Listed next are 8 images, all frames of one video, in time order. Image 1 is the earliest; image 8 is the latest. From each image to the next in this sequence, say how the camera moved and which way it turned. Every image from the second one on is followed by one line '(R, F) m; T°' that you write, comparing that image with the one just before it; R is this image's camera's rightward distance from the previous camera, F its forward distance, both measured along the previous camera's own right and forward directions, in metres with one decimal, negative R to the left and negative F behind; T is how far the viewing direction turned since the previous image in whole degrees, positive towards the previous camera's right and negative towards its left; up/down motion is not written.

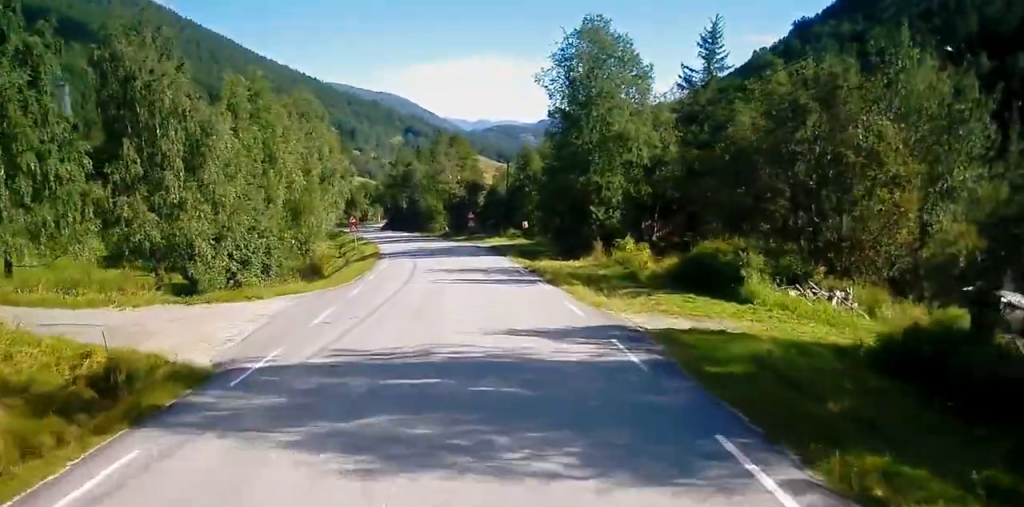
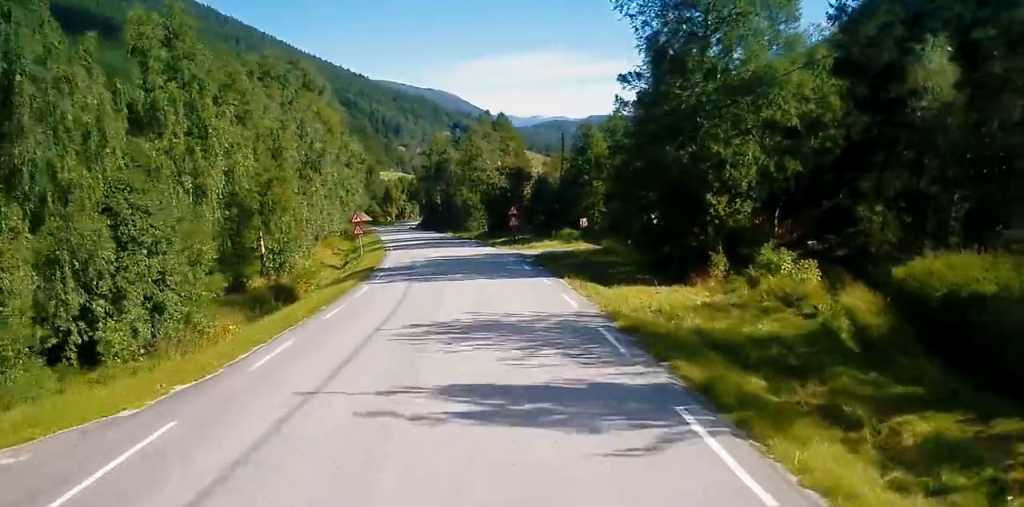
(-0.1, +16.7) m; 0°
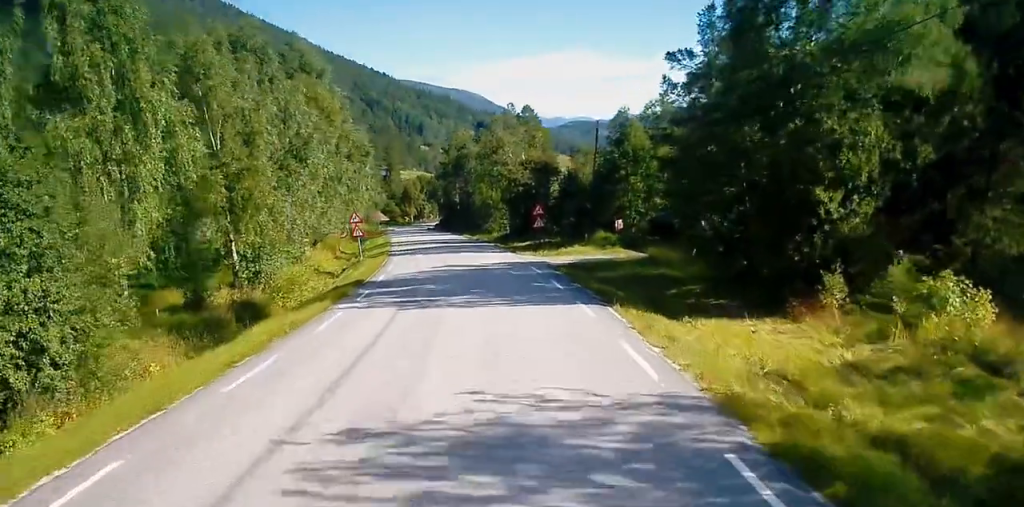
(0.0, +7.6) m; 0°
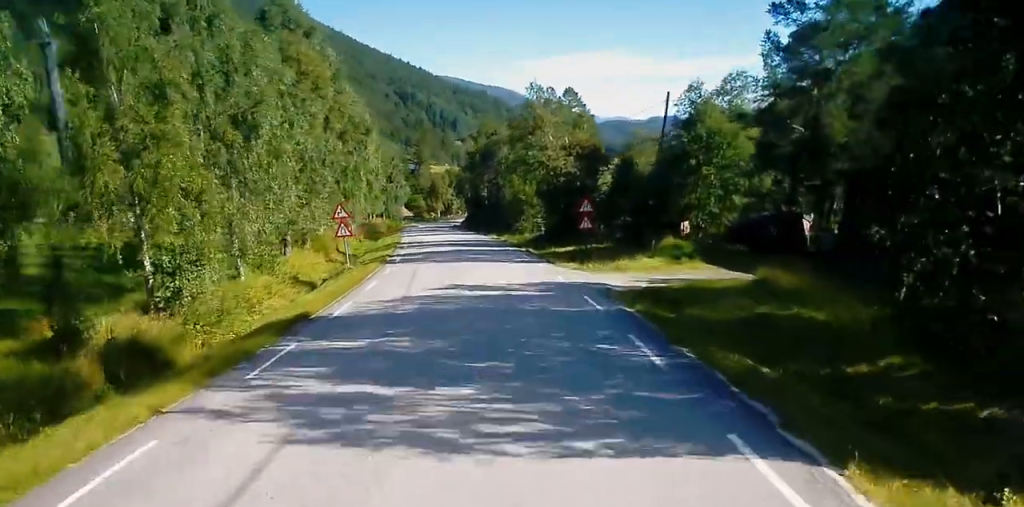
(+0.1, +11.3) m; -2°
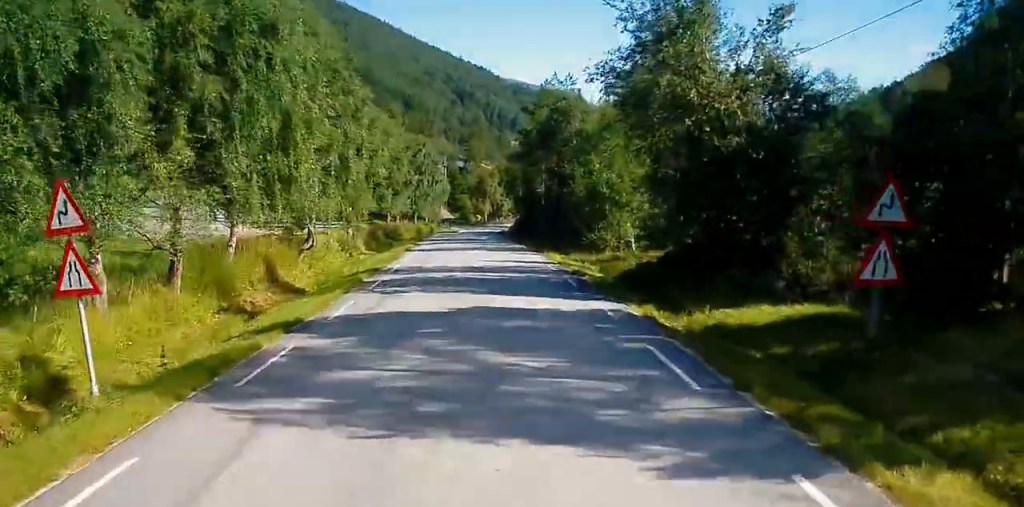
(-1.2, +24.5) m; -4°
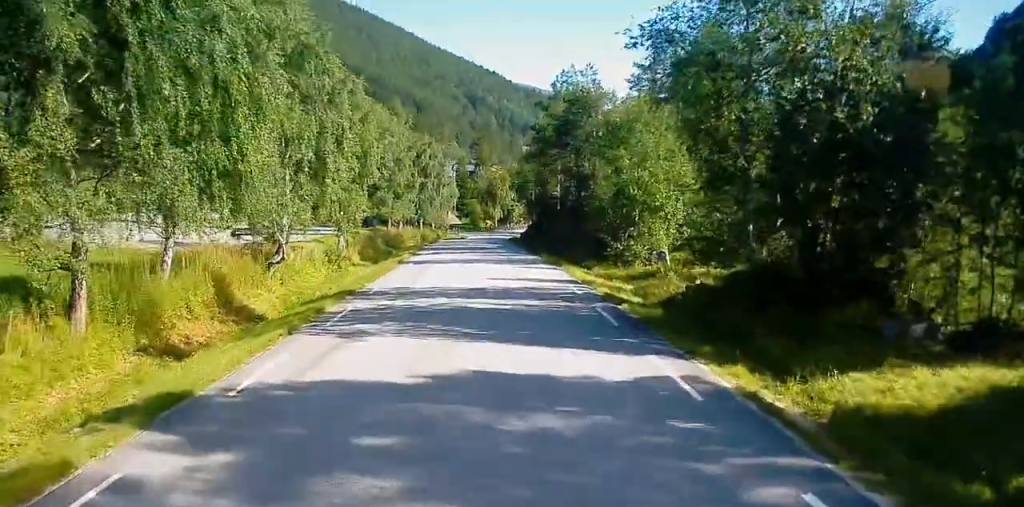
(+0.1, +6.3) m; -1°
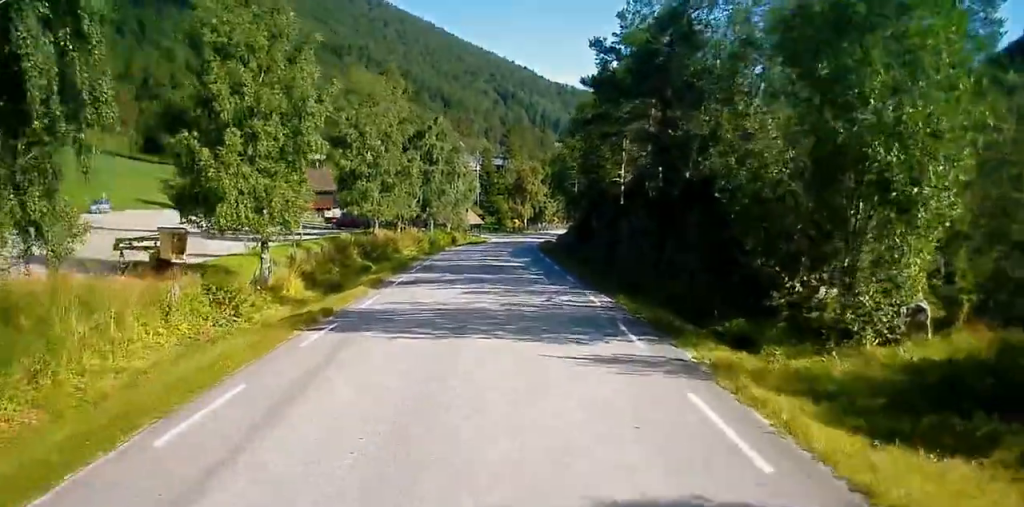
(-0.5, +20.1) m; -1°
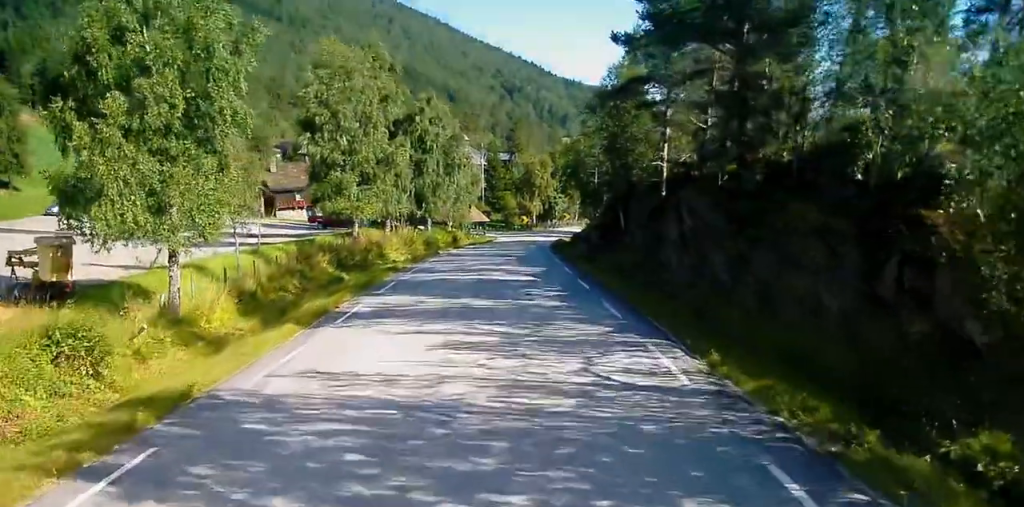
(0.0, +9.0) m; 0°
